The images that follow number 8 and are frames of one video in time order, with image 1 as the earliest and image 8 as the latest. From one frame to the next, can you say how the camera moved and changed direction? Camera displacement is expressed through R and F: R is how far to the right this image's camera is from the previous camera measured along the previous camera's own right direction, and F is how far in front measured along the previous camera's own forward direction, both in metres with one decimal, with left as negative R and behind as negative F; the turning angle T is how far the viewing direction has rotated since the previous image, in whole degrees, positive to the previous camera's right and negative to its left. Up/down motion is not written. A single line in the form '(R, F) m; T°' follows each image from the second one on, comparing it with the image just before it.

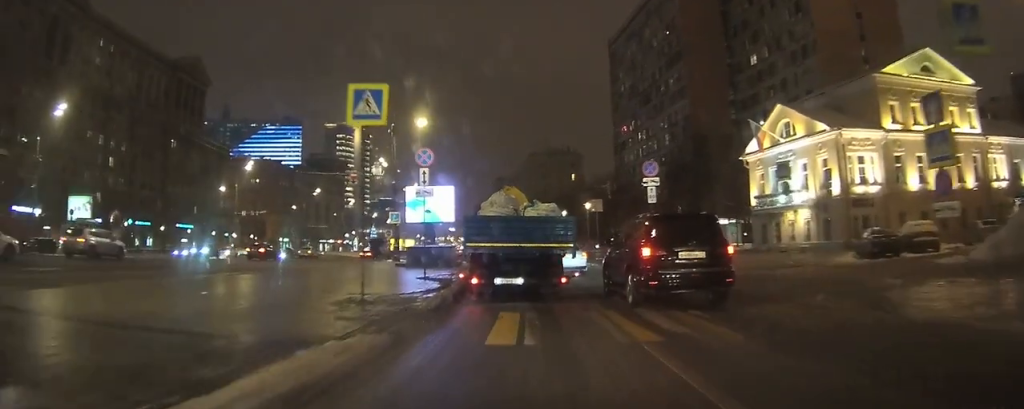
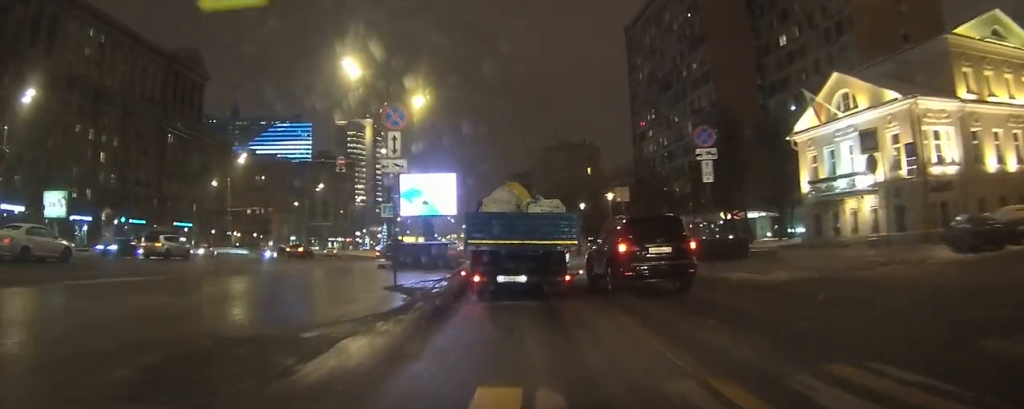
(-0.2, +7.6) m; -4°
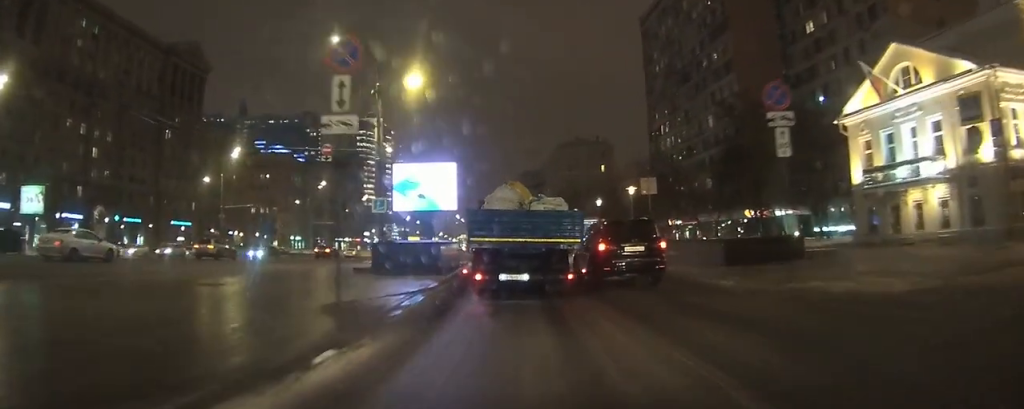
(-0.1, +5.8) m; -3°
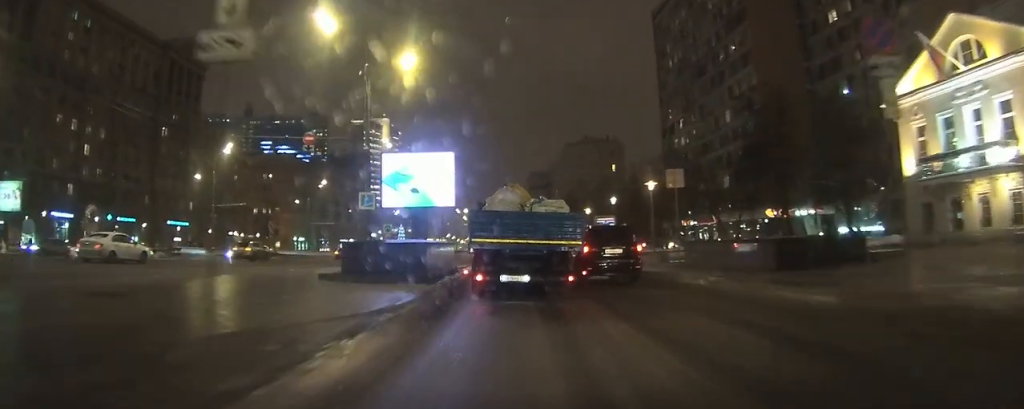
(-0.2, +4.8) m; -2°
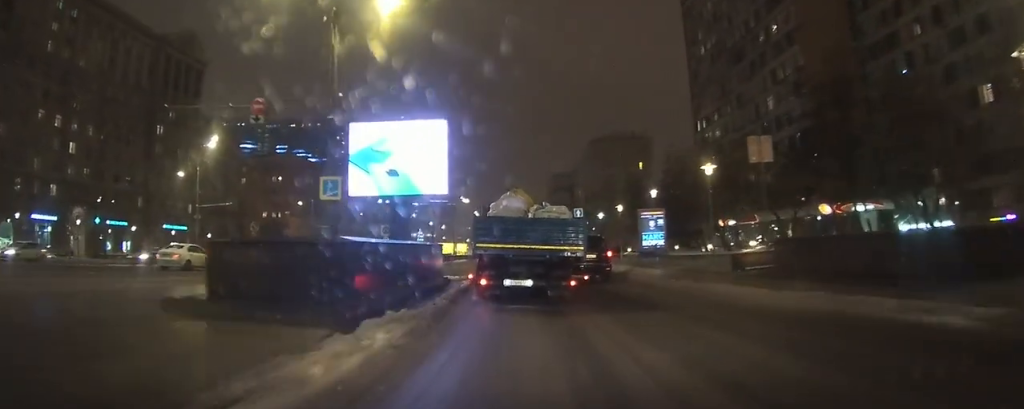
(-0.1, +9.4) m; -1°
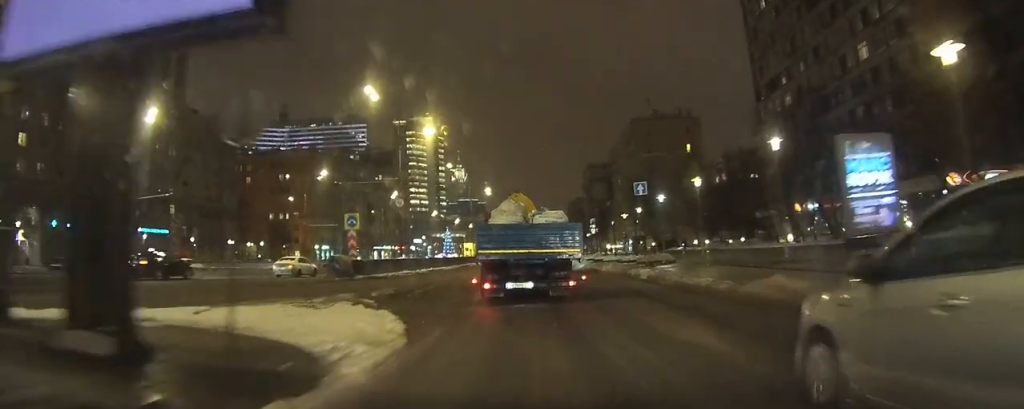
(+0.1, +18.1) m; -1°
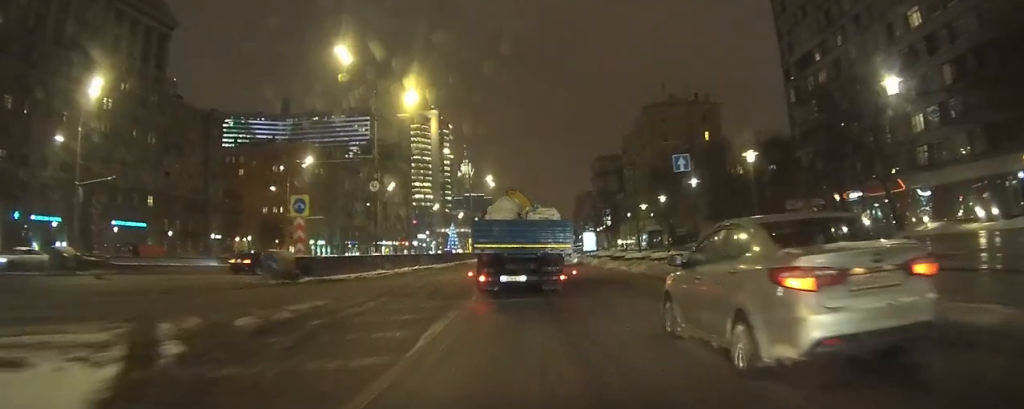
(-0.3, +9.4) m; -2°
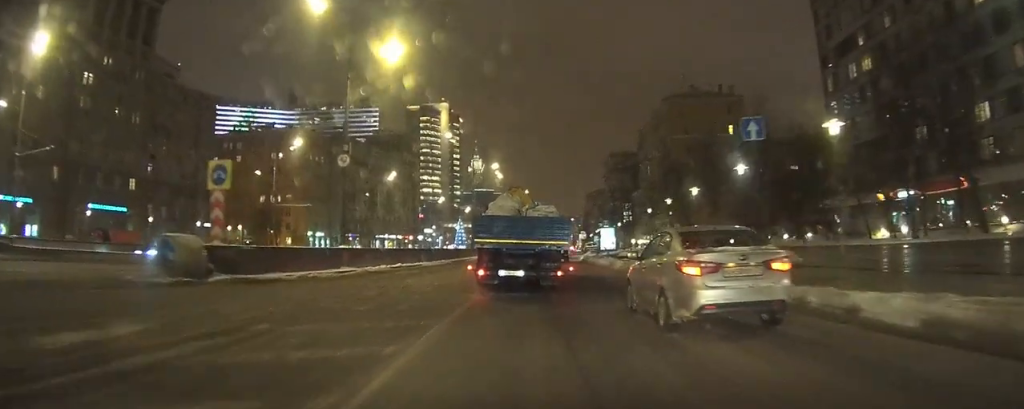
(-0.1, +8.3) m; 0°
